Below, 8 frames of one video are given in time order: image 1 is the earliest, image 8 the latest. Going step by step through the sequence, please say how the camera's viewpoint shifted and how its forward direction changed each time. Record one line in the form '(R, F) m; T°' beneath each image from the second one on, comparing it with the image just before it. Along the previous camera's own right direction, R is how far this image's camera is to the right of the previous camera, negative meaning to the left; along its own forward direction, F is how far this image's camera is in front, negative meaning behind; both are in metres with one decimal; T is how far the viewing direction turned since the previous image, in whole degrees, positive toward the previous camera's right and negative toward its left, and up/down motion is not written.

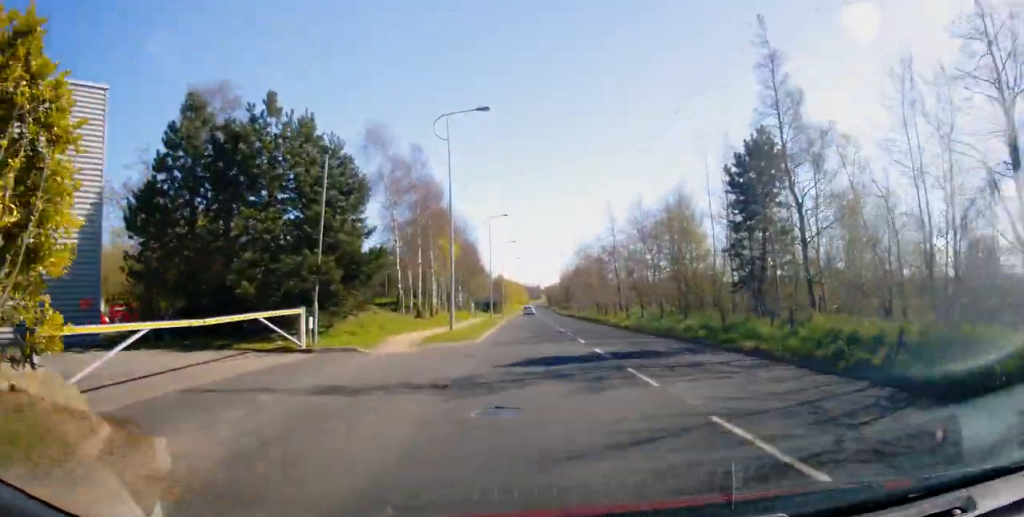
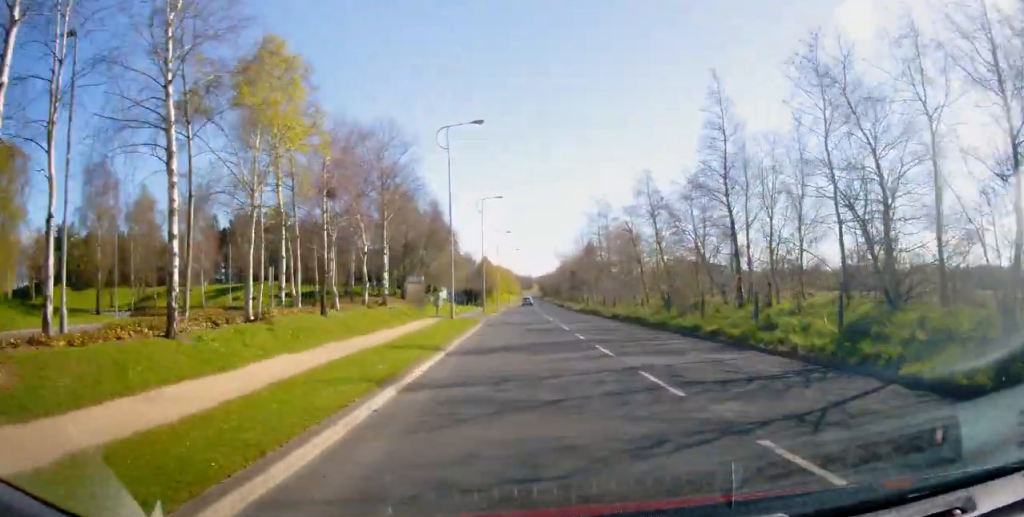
(+0.5, +28.0) m; +2°
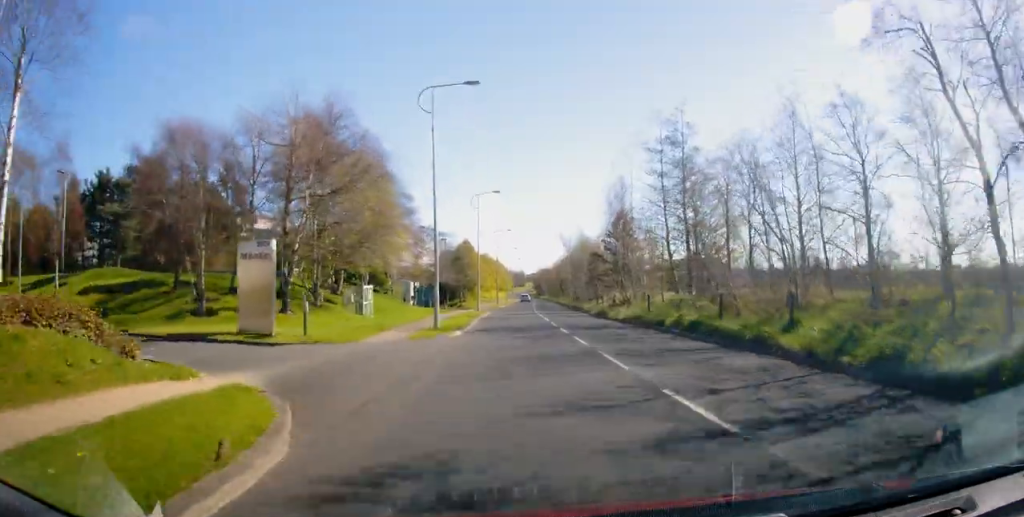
(-0.6, +27.9) m; 0°
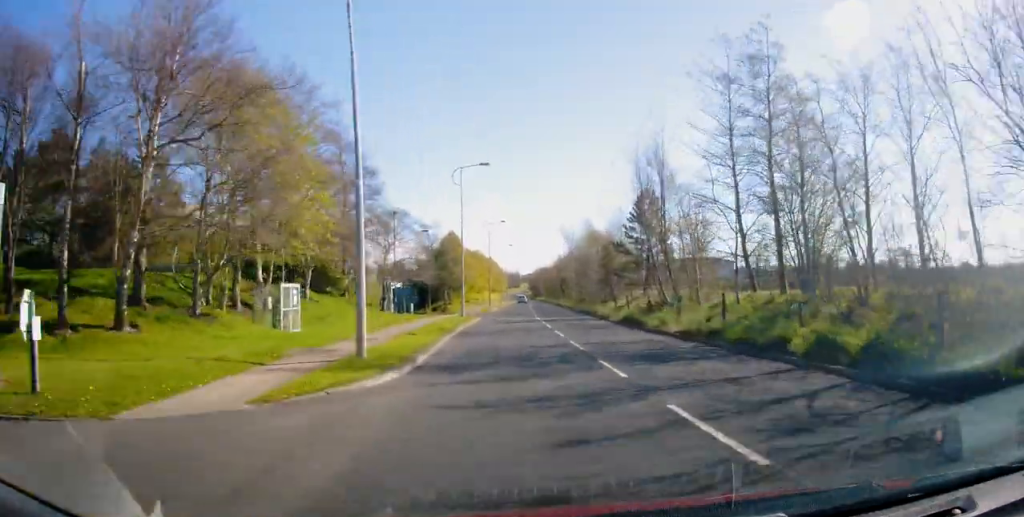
(+0.3, +11.3) m; +1°
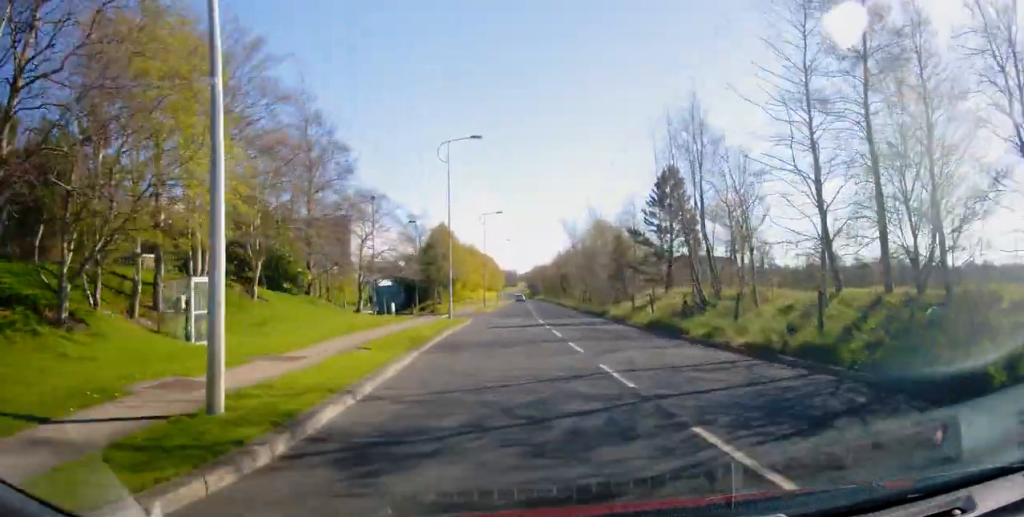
(+0.2, +6.4) m; 0°
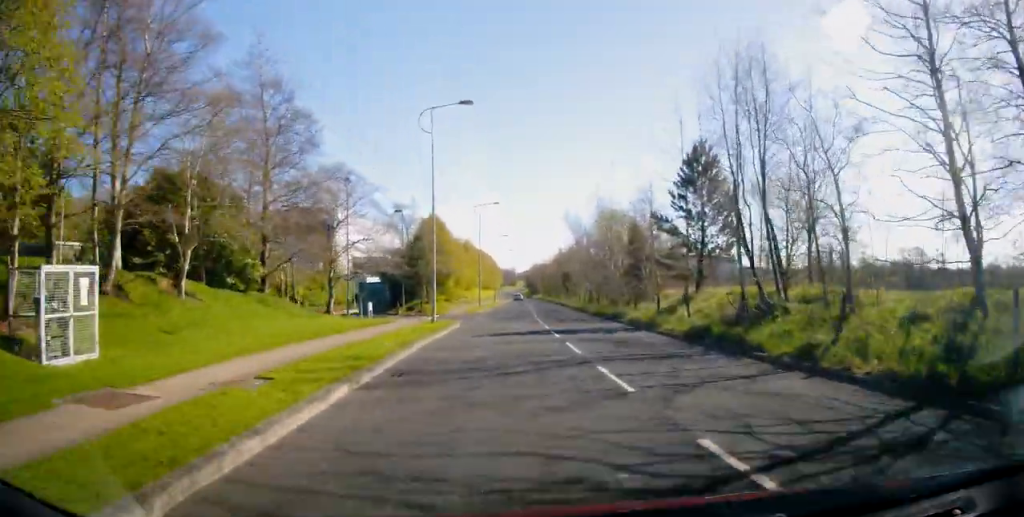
(-0.2, +6.0) m; 0°
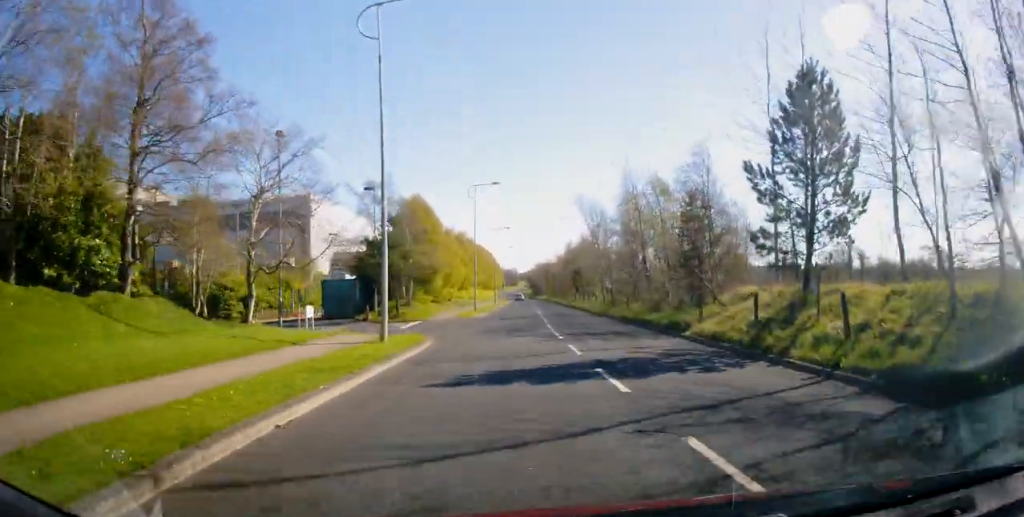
(-0.1, +10.6) m; 0°
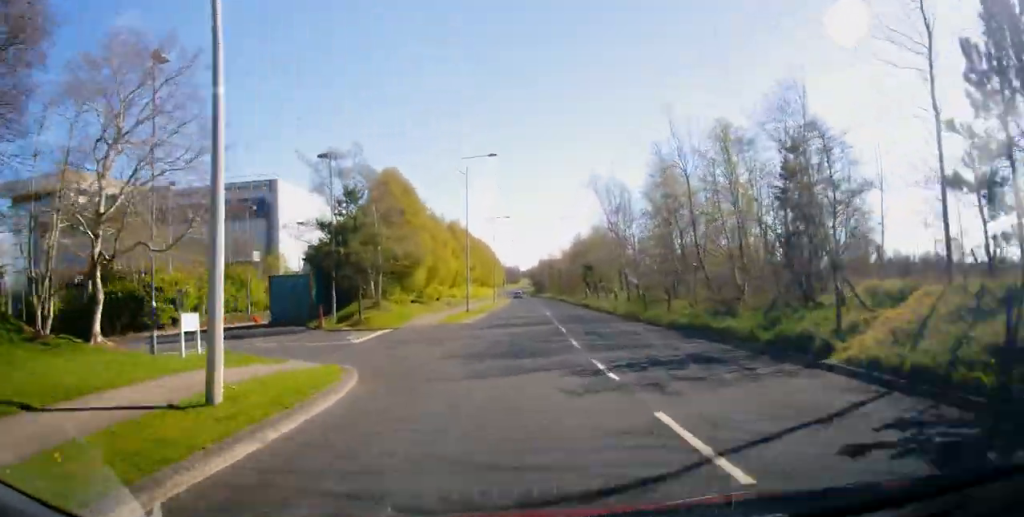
(+0.4, +9.3) m; 0°
